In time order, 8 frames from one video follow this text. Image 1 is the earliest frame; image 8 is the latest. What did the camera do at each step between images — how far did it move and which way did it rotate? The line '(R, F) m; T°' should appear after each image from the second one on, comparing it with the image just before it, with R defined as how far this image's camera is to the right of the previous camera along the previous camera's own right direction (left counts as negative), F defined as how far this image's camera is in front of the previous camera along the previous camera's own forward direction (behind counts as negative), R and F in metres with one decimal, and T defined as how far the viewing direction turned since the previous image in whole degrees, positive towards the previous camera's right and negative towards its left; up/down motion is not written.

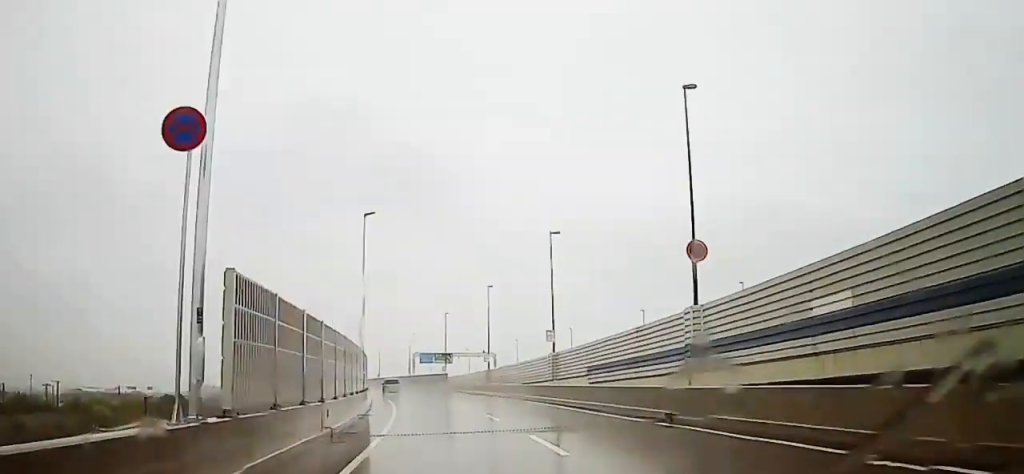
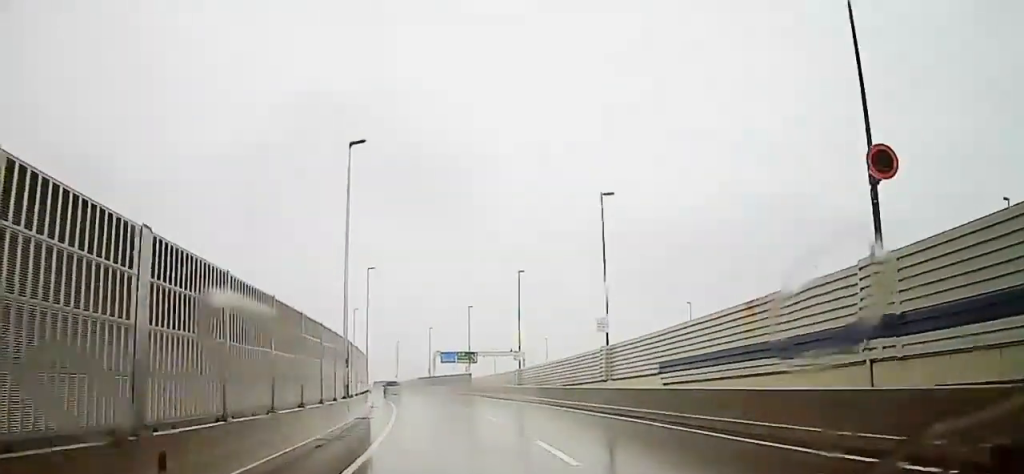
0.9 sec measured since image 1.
(0.0, +16.8) m; 0°
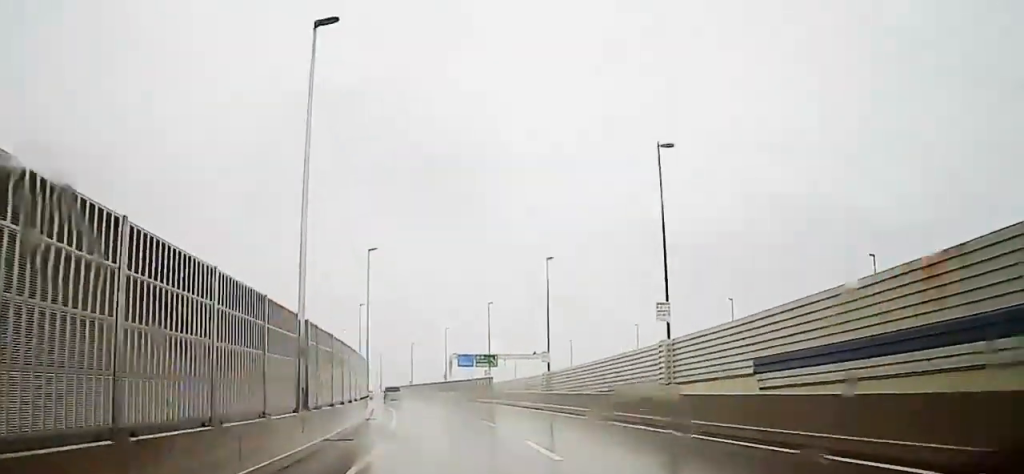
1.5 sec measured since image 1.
(0.0, +12.3) m; 0°
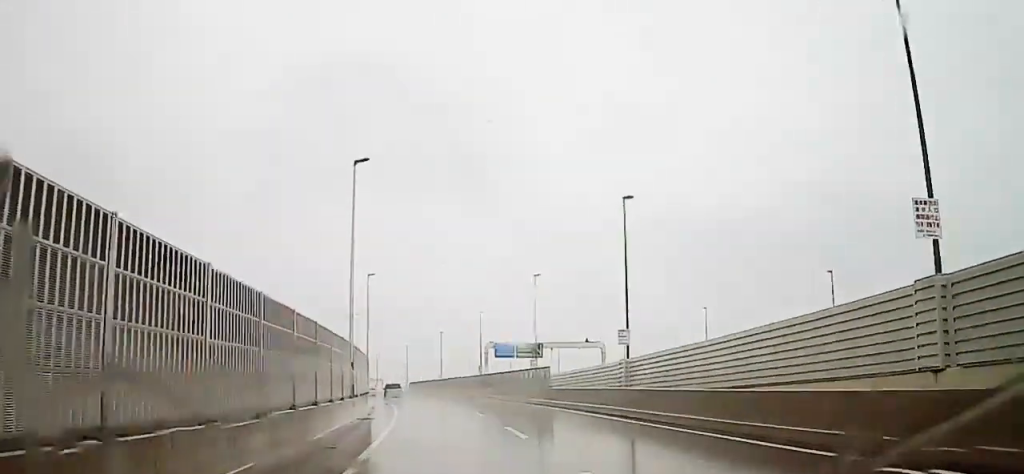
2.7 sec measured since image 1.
(0.0, +24.1) m; 0°
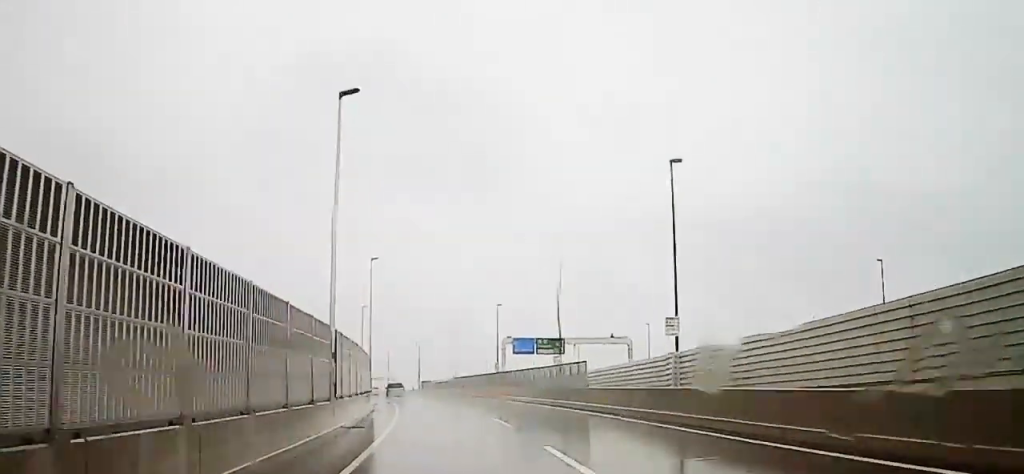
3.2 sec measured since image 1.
(0.0, +9.8) m; -2°
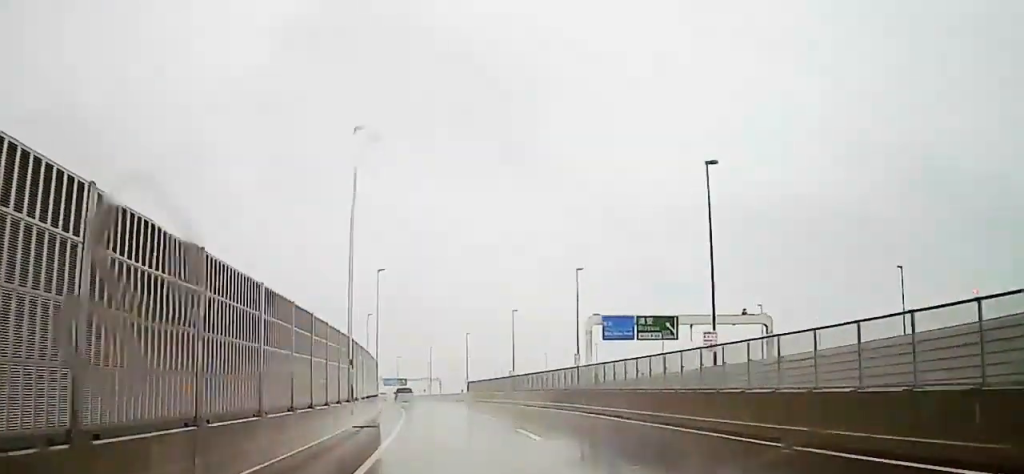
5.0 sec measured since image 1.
(-2.9, +35.5) m; -11°
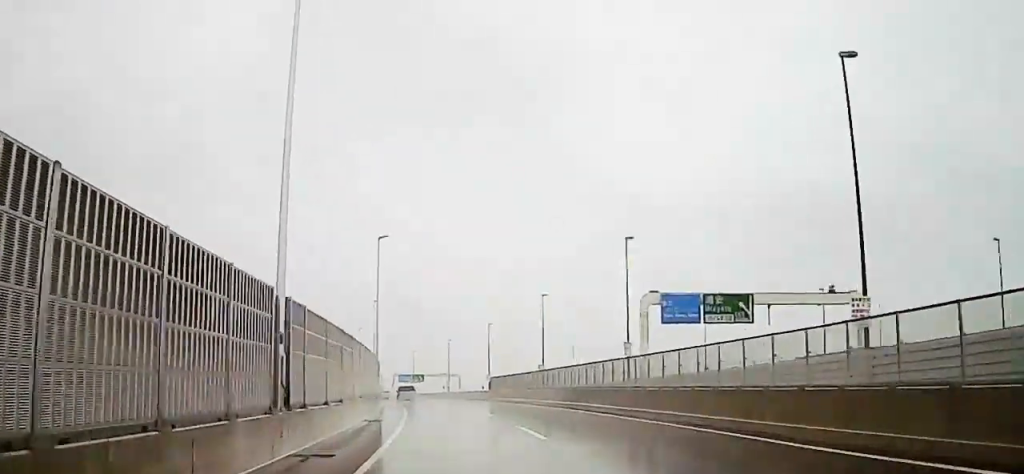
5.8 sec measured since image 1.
(-0.6, +15.4) m; -2°
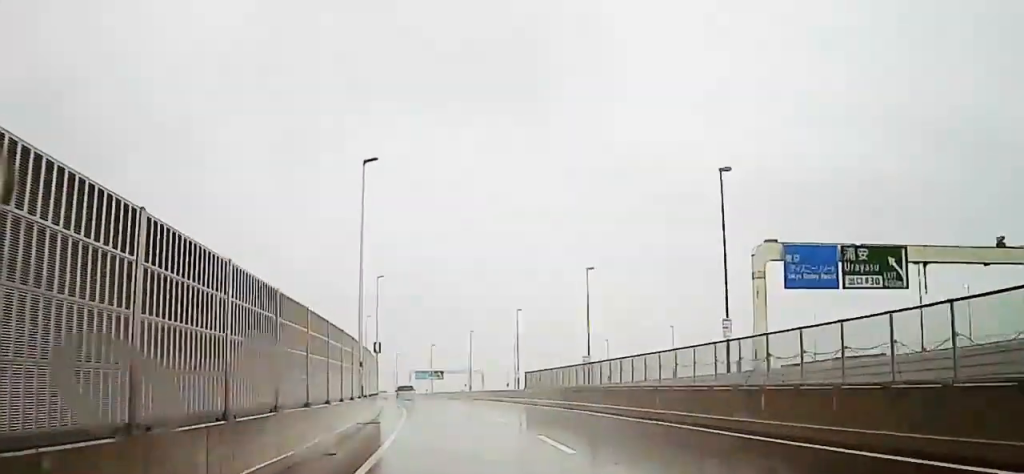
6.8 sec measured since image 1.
(-0.1, +19.6) m; 0°
